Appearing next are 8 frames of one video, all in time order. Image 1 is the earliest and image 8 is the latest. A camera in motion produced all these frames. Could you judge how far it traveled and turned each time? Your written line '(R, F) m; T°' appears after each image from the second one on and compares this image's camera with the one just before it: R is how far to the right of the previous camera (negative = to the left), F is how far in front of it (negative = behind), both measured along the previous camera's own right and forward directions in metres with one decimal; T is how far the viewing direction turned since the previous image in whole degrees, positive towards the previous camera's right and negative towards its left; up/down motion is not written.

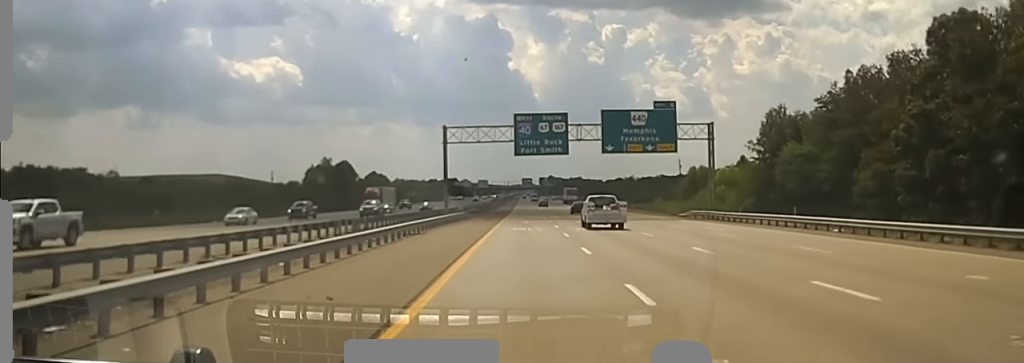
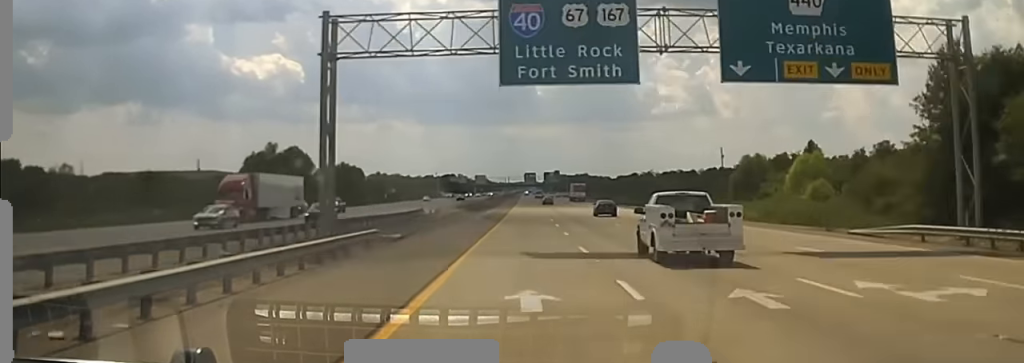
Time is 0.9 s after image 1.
(-0.2, +45.7) m; 0°
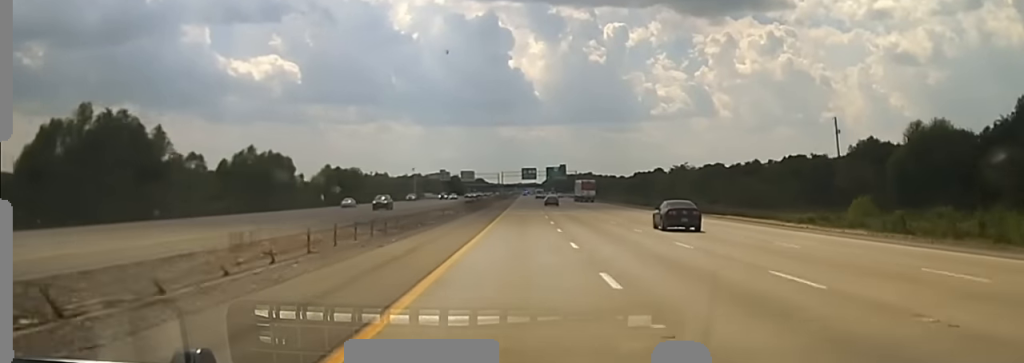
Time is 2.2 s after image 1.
(0.0, +70.0) m; 0°
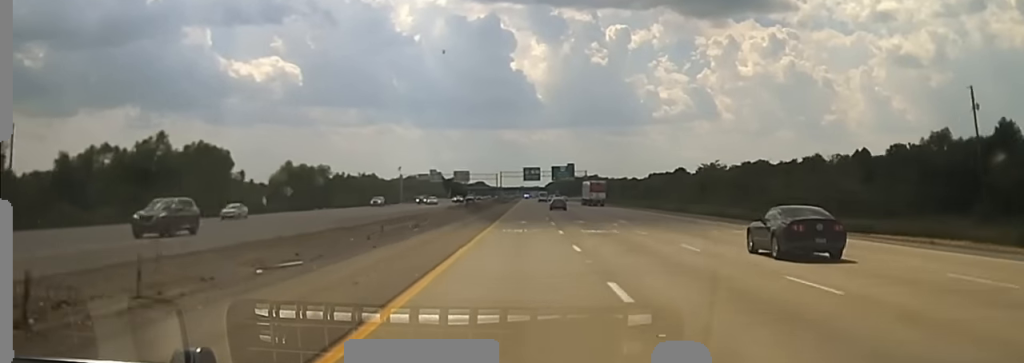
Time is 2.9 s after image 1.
(0.0, +39.2) m; 0°
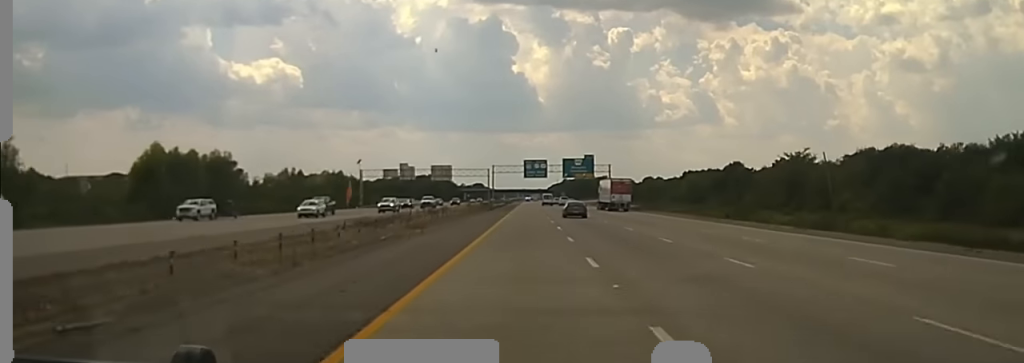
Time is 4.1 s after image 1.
(0.0, +64.5) m; 0°
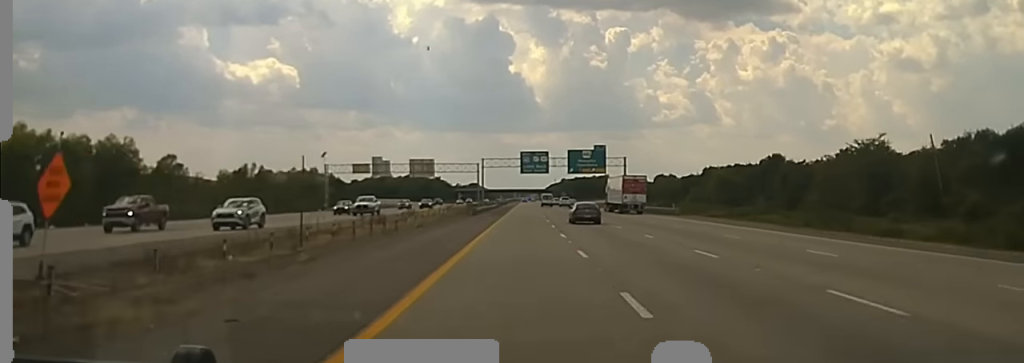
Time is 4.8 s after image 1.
(0.0, +37.0) m; 0°
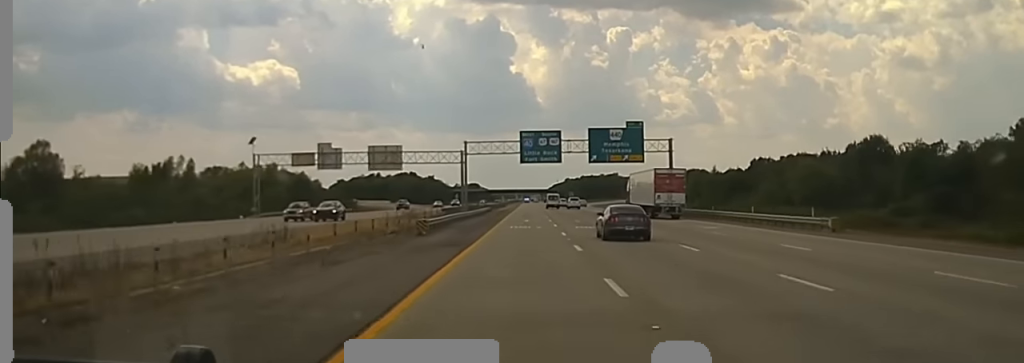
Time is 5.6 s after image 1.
(0.0, +43.4) m; 0°
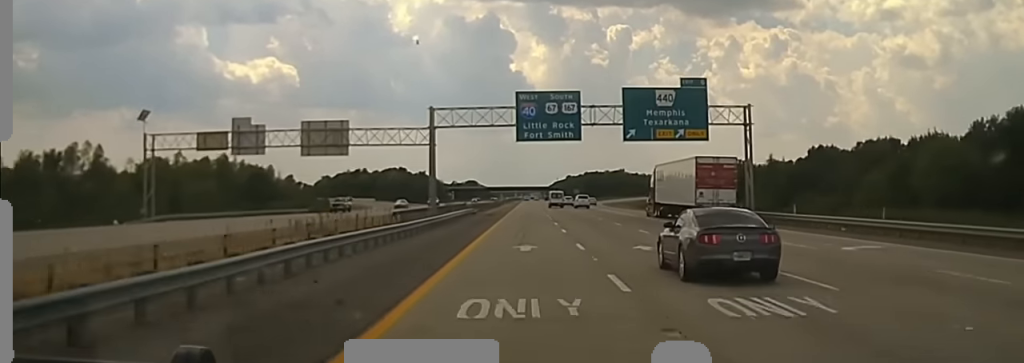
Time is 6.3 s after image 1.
(0.0, +36.4) m; 0°
